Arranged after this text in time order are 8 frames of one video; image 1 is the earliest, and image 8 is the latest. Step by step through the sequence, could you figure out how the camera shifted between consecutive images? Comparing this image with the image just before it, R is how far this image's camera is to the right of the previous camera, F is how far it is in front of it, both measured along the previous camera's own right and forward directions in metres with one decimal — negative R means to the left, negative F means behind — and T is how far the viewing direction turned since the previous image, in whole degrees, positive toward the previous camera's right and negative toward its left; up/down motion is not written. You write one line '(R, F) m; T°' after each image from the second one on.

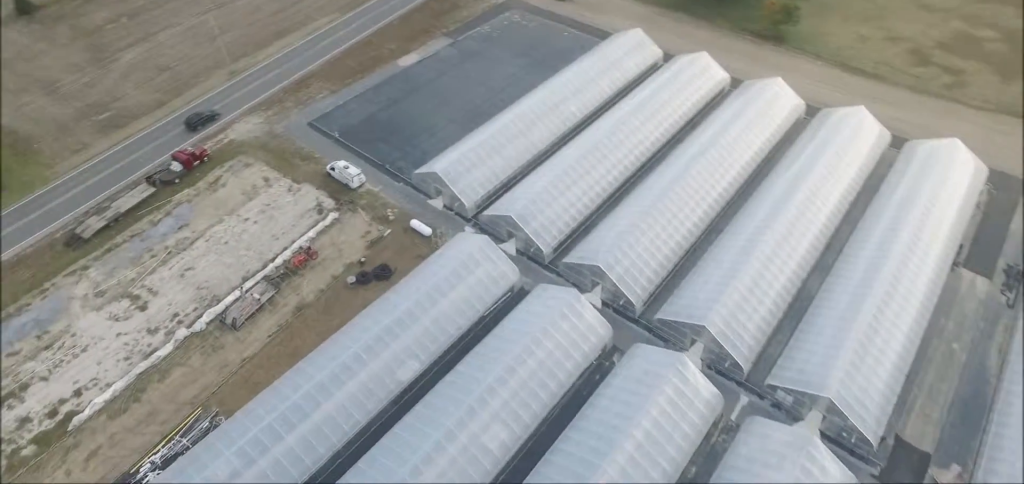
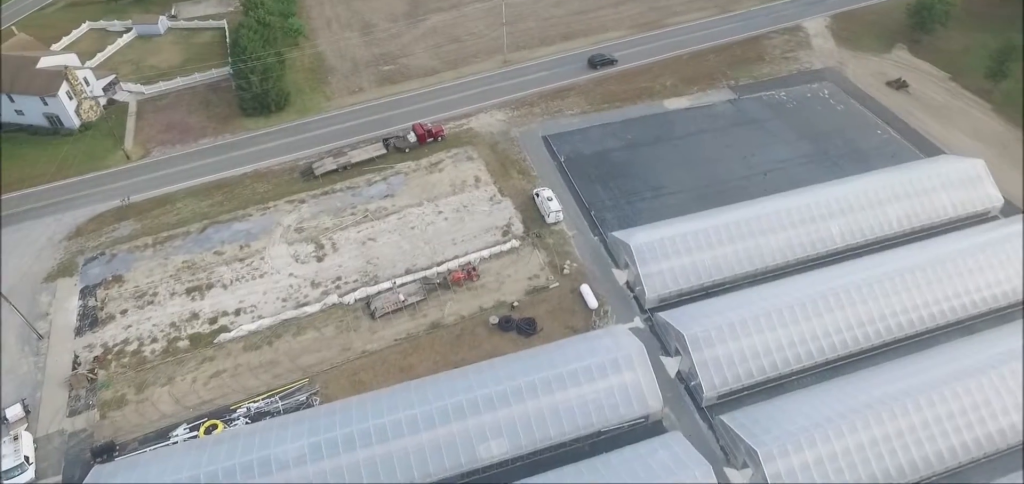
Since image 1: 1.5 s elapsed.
(+0.6, +16.3) m; +2°
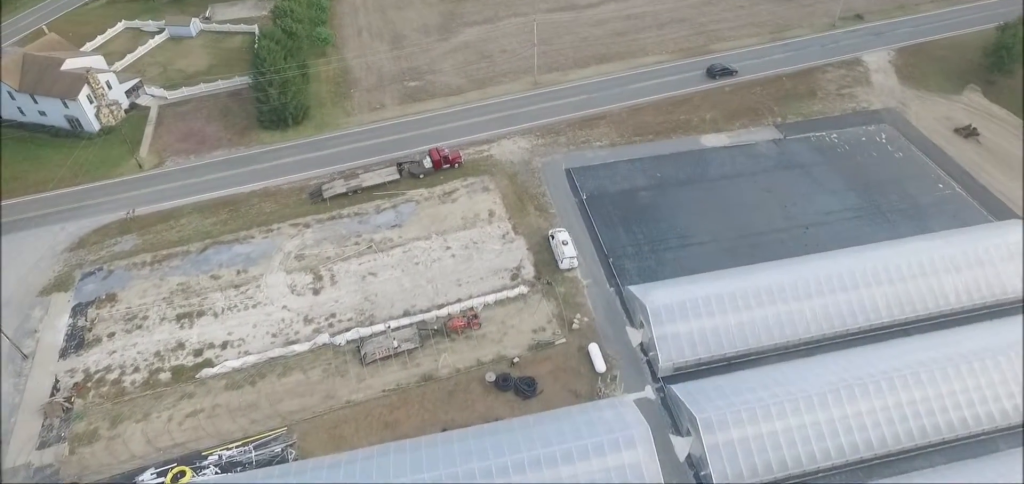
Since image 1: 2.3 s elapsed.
(+0.1, +9.3) m; -2°
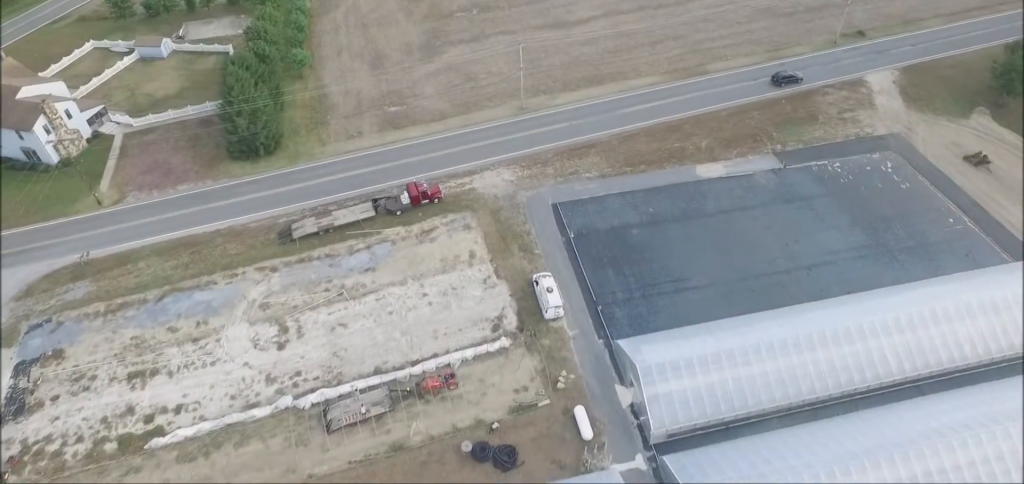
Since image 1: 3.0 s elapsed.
(-0.3, +7.8) m; -3°
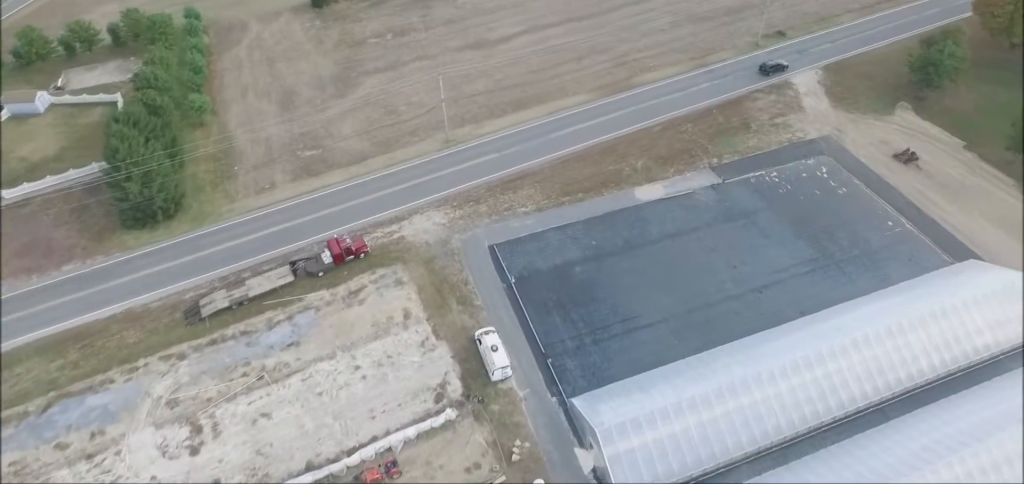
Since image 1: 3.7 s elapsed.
(-0.2, +7.4) m; -3°
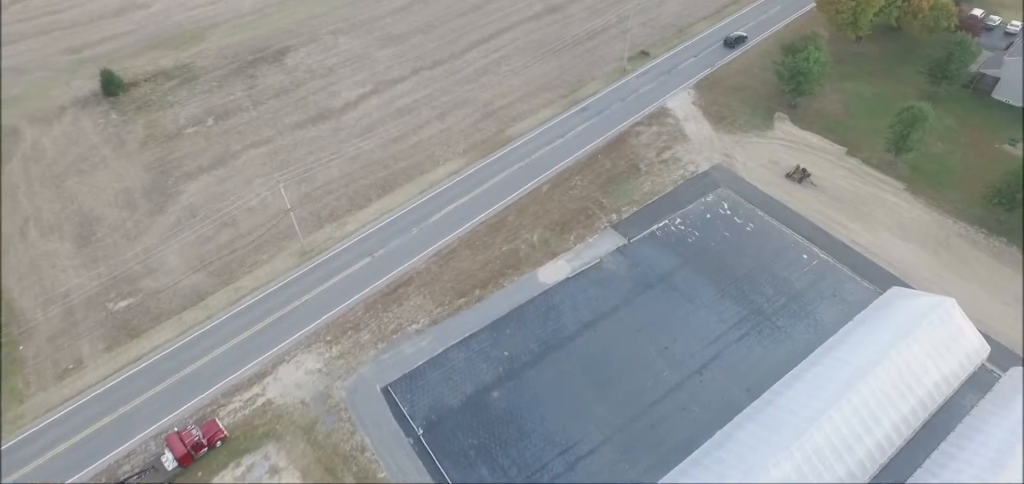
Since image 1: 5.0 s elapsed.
(-0.8, +14.5) m; -5°
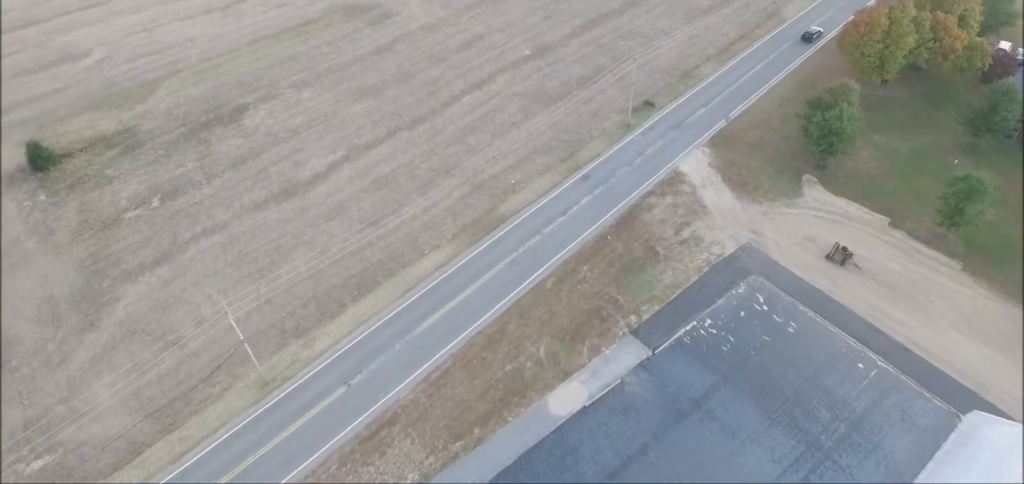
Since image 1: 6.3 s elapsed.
(-0.2, +12.9) m; -1°
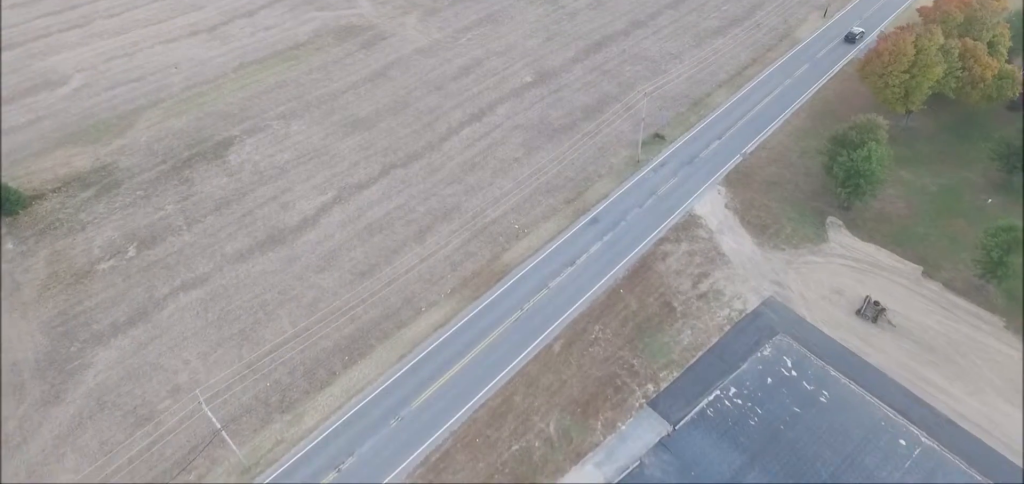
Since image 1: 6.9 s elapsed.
(0.0, +6.4) m; -3°
